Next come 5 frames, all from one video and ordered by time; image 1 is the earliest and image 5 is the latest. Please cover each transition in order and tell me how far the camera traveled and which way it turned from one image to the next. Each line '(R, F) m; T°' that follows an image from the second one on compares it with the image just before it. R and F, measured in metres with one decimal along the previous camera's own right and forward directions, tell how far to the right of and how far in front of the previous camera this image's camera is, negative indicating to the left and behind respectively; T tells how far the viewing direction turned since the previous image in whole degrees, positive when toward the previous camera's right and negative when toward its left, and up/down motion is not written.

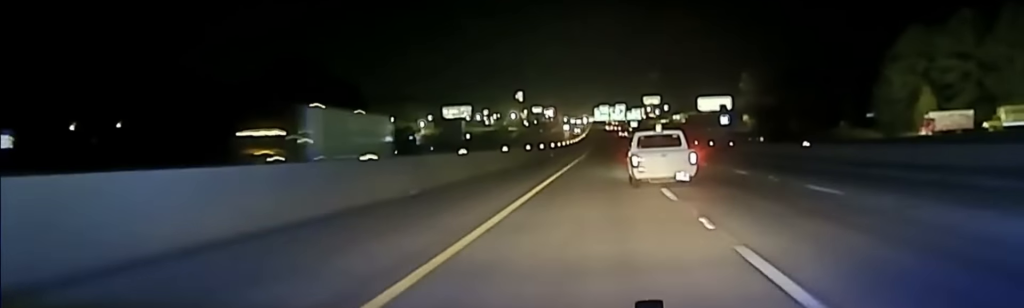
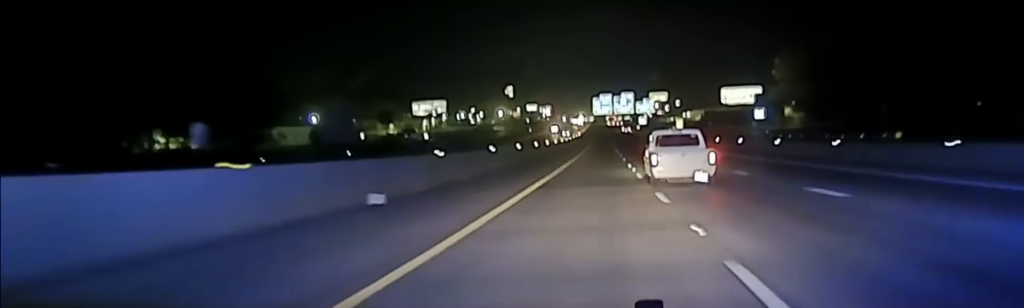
(-0.2, +77.4) m; 0°
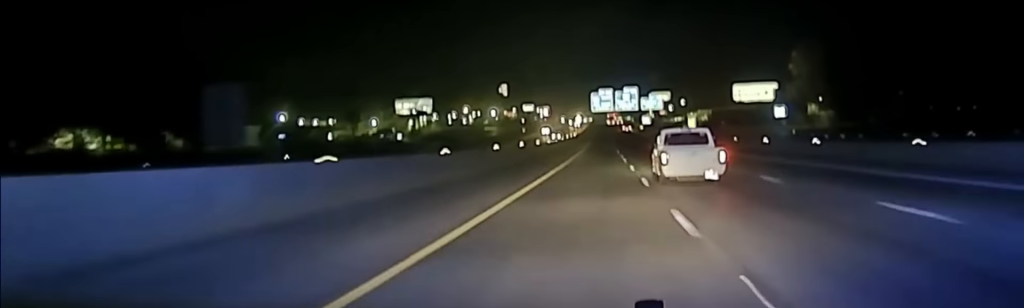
(-0.1, +28.3) m; 0°
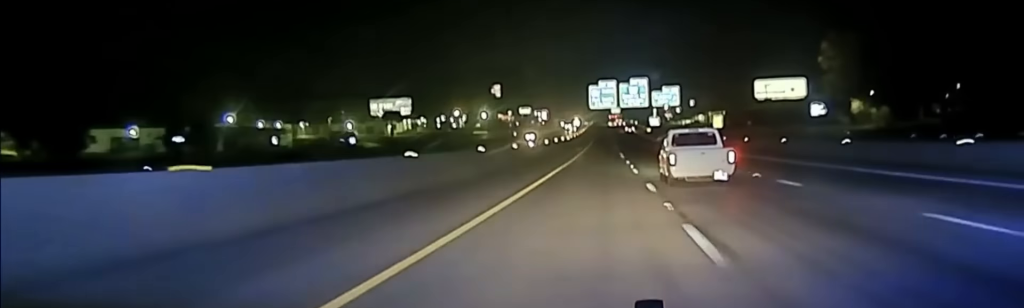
(-0.2, +33.6) m; 0°
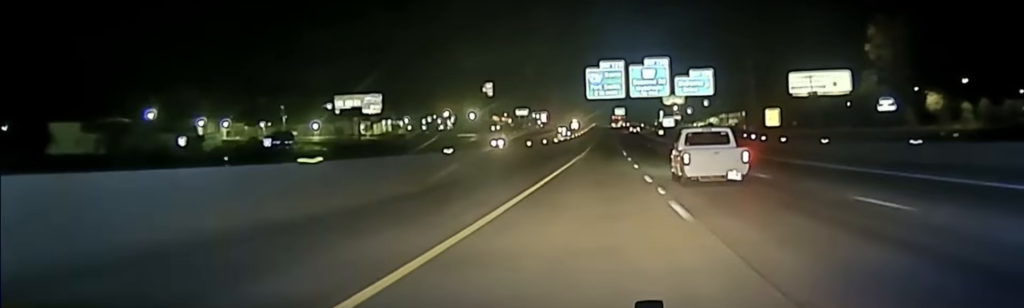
(-0.2, +37.4) m; 0°
